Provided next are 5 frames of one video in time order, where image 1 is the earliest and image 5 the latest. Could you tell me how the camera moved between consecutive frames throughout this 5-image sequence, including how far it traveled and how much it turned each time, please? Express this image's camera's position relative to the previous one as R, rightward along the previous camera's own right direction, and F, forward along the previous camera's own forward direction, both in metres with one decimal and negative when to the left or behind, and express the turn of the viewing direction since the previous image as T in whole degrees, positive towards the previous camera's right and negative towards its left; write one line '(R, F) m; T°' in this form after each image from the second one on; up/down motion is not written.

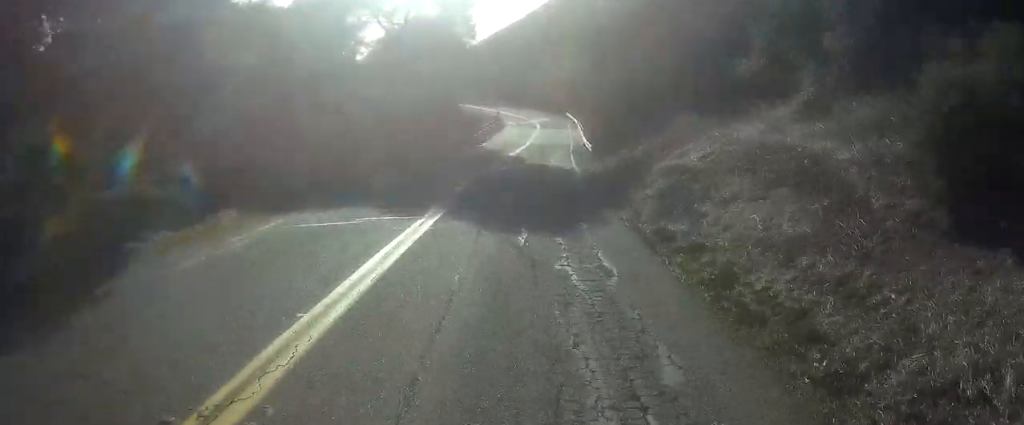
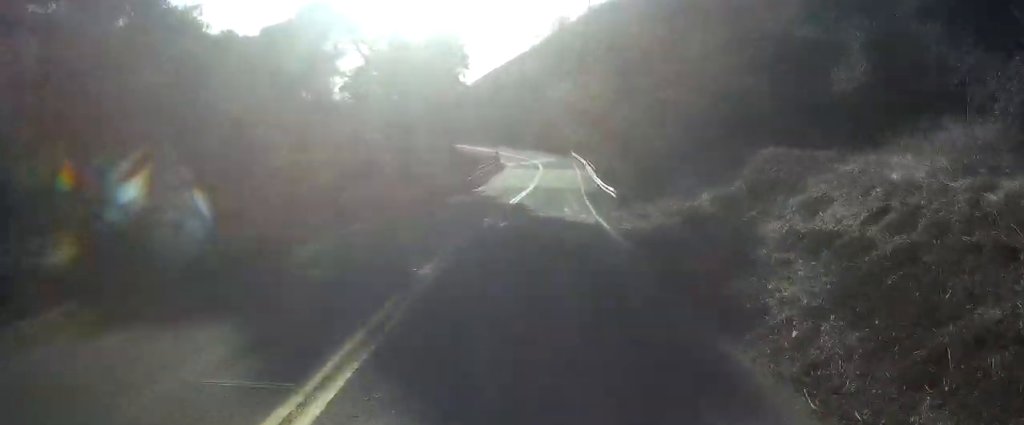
(0.0, +7.3) m; 0°
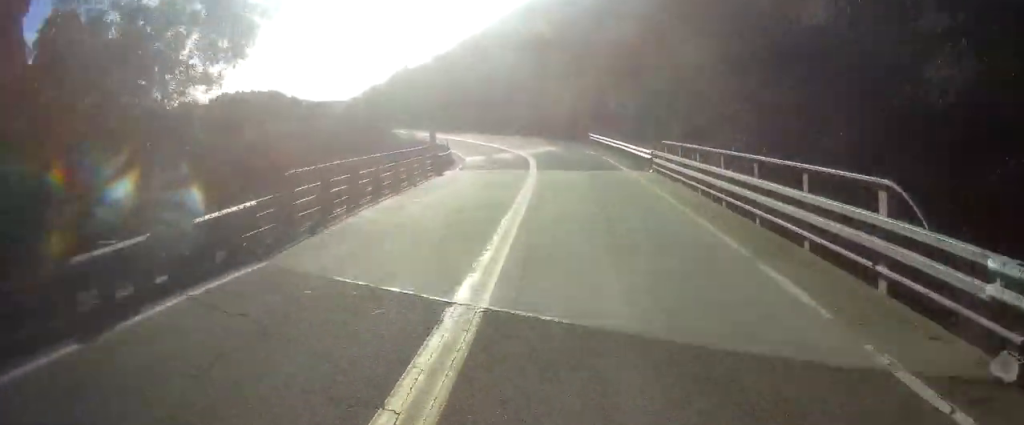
(+0.6, +40.9) m; +1°
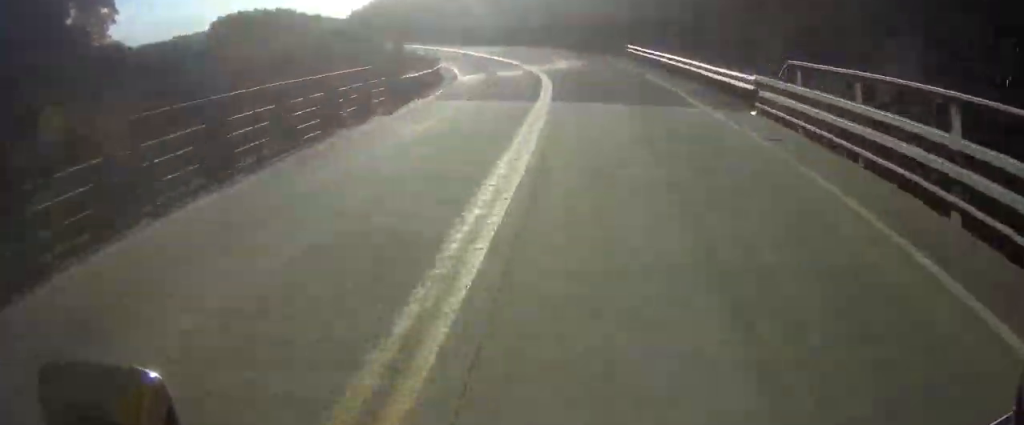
(+0.4, +11.5) m; -1°
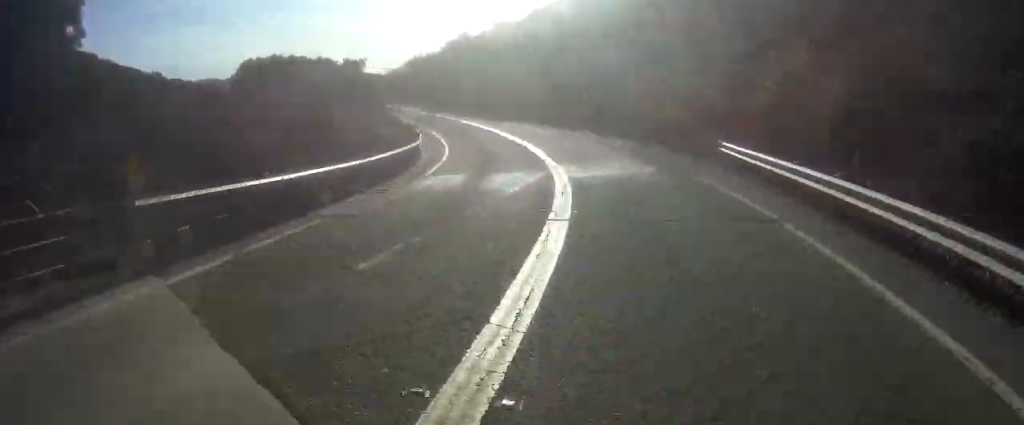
(-0.7, +14.1) m; -2°
